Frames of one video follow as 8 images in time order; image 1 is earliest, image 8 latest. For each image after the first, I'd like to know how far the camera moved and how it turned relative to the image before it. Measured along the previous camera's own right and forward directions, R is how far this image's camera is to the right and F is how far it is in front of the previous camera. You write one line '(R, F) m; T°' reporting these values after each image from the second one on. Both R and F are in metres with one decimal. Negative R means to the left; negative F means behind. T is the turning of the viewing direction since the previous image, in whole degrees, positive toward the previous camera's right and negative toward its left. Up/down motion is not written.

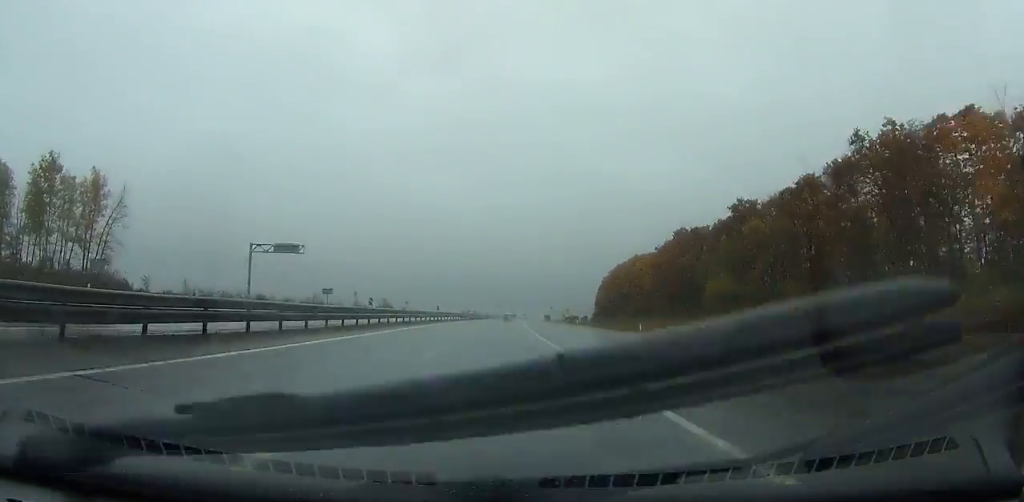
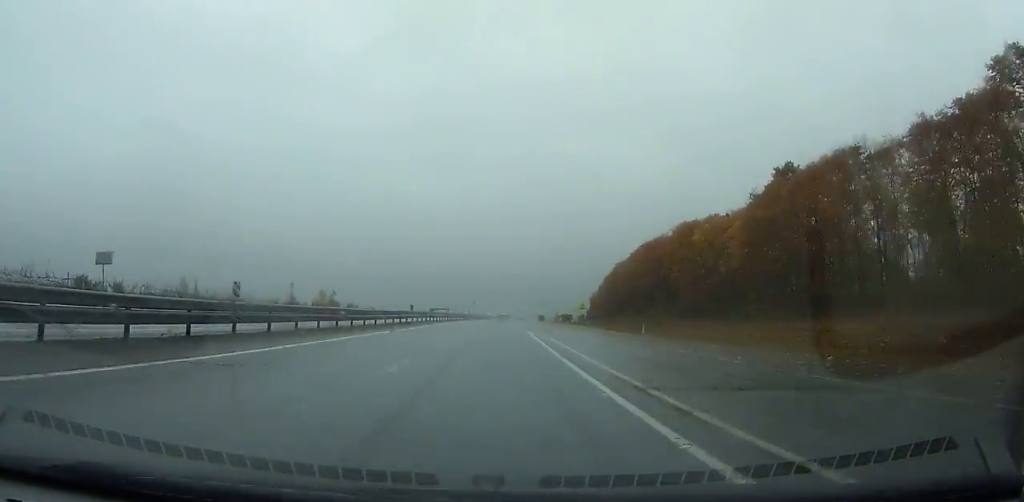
(+1.1, +50.5) m; +2°
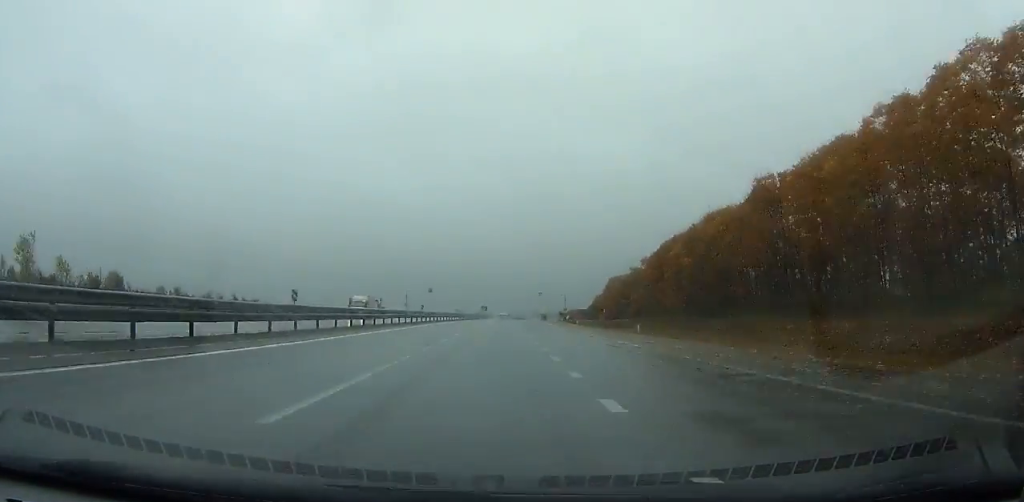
(+2.1, +96.4) m; +2°
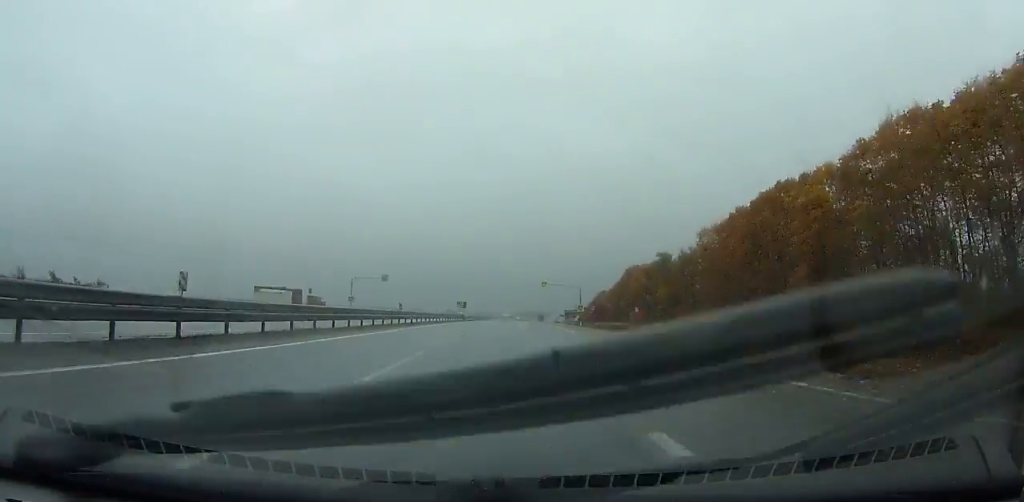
(+0.5, +46.3) m; +1°
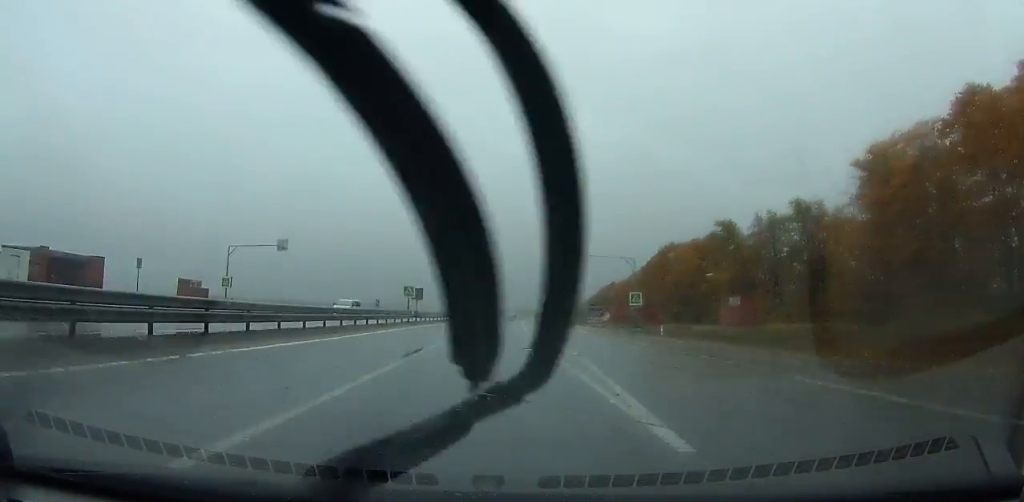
(+0.1, +46.4) m; +1°
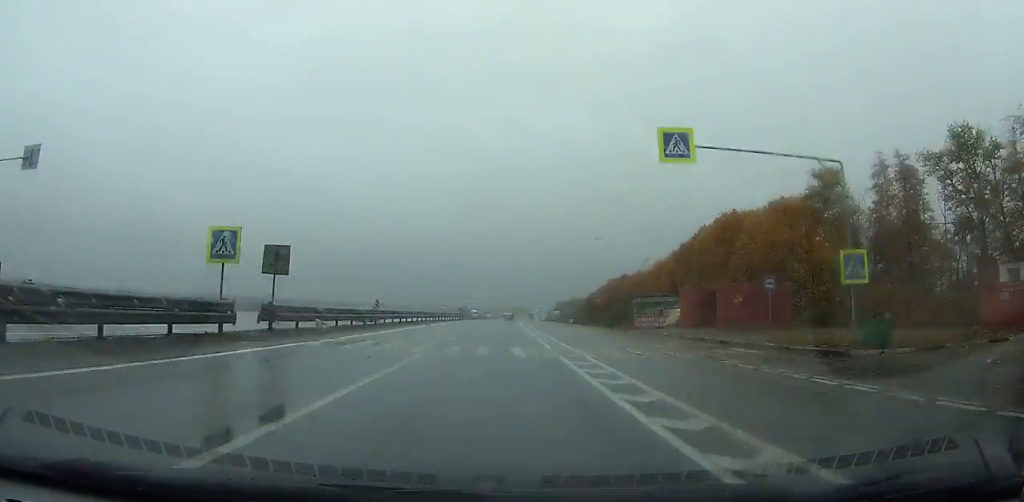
(+0.7, +33.6) m; +1°
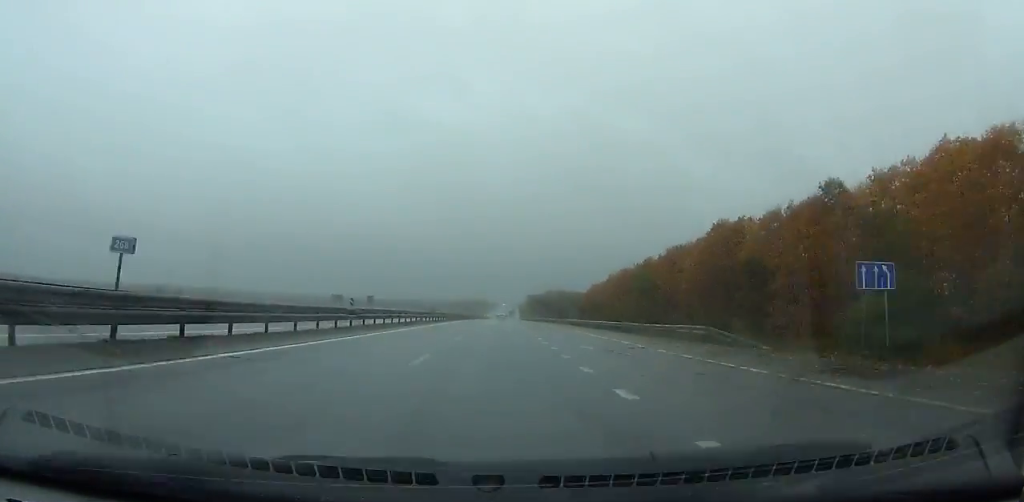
(+3.6, +119.6) m; +3°
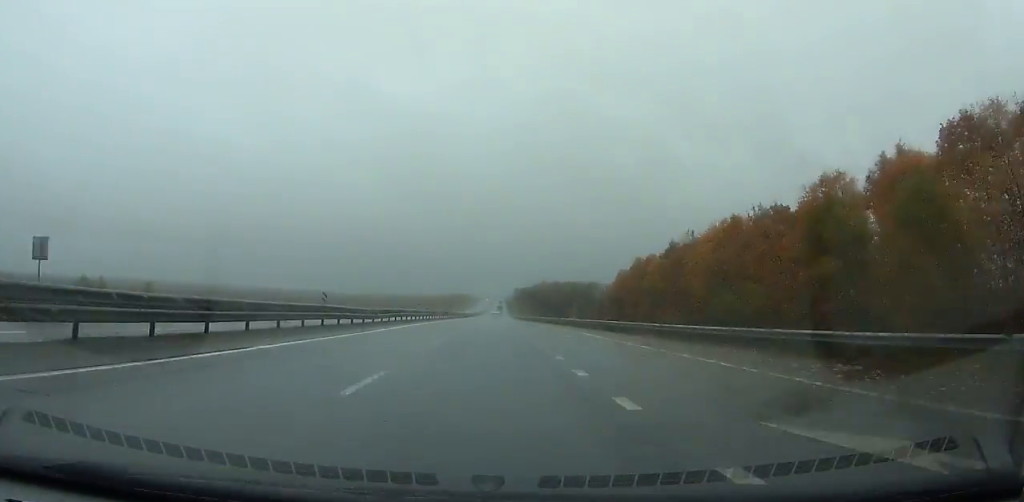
(+0.7, +76.0) m; +1°
